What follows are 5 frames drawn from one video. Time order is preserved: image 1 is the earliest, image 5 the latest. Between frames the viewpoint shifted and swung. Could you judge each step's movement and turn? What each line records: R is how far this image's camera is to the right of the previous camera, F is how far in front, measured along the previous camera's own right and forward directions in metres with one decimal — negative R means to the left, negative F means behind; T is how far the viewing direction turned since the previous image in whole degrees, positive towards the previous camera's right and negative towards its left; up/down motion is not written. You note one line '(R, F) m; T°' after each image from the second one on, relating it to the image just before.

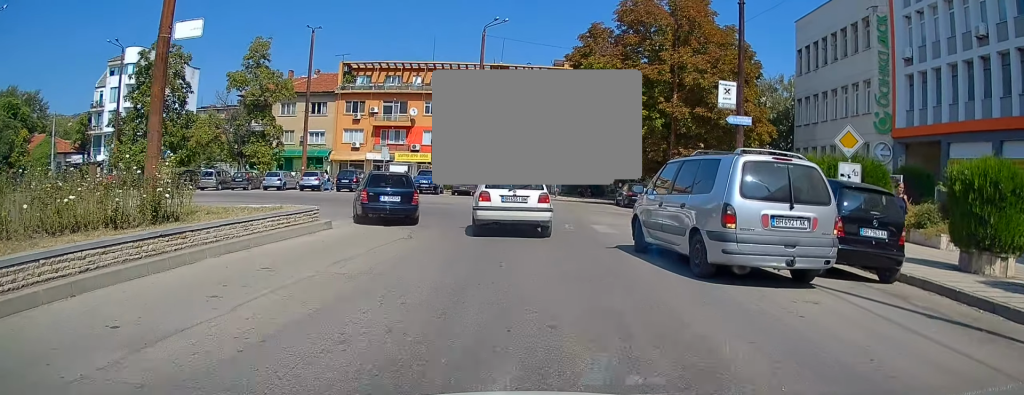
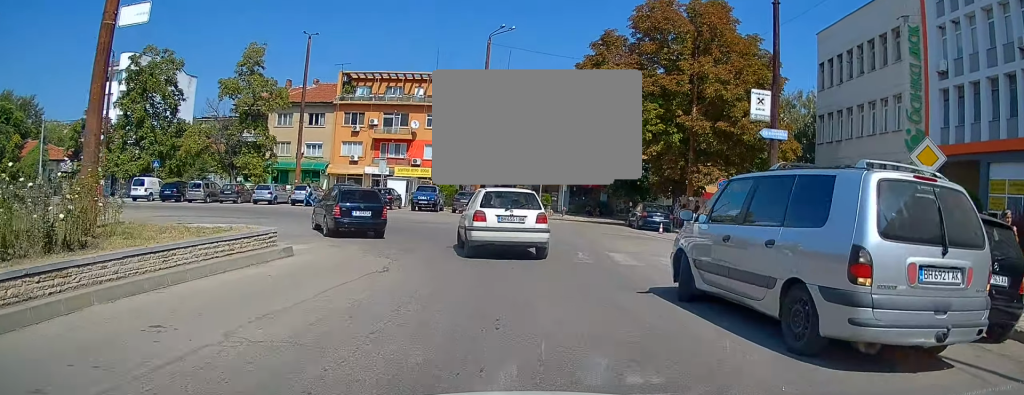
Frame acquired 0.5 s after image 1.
(0.0, +3.1) m; -1°
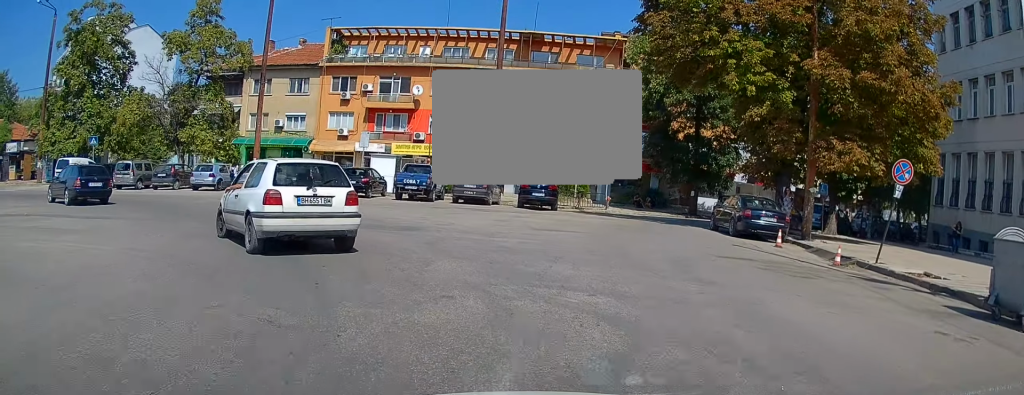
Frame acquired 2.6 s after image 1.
(-0.4, +12.9) m; -4°
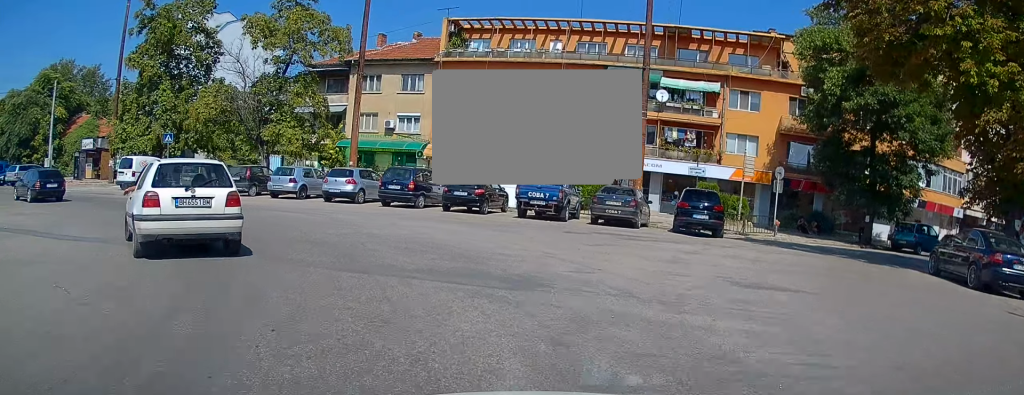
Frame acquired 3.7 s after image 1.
(-0.3, +6.6) m; -12°
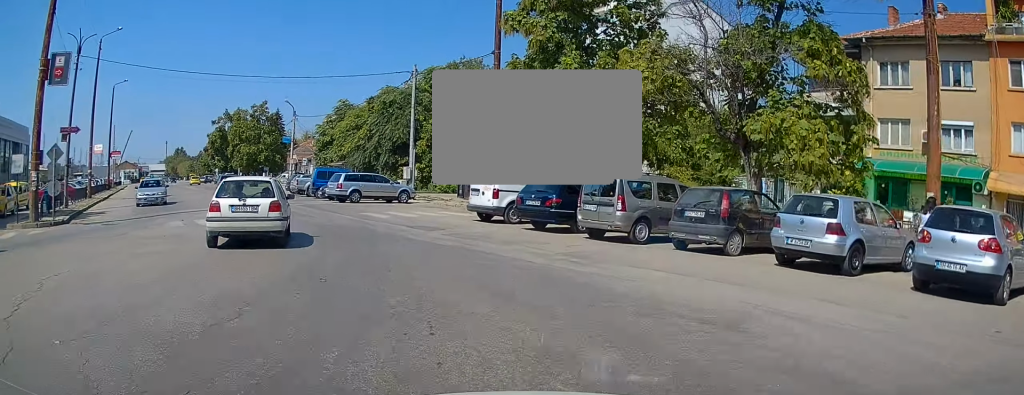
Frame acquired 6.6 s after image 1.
(-6.5, +15.0) m; -42°
